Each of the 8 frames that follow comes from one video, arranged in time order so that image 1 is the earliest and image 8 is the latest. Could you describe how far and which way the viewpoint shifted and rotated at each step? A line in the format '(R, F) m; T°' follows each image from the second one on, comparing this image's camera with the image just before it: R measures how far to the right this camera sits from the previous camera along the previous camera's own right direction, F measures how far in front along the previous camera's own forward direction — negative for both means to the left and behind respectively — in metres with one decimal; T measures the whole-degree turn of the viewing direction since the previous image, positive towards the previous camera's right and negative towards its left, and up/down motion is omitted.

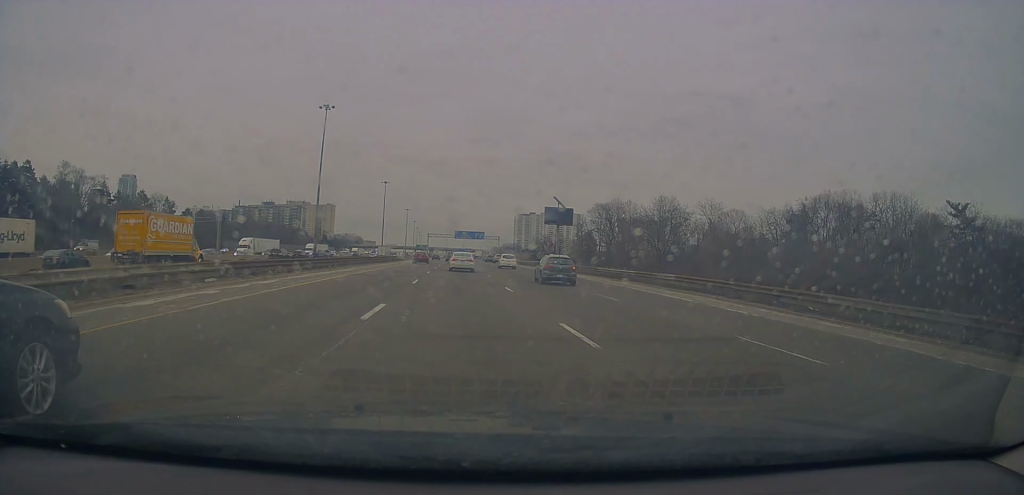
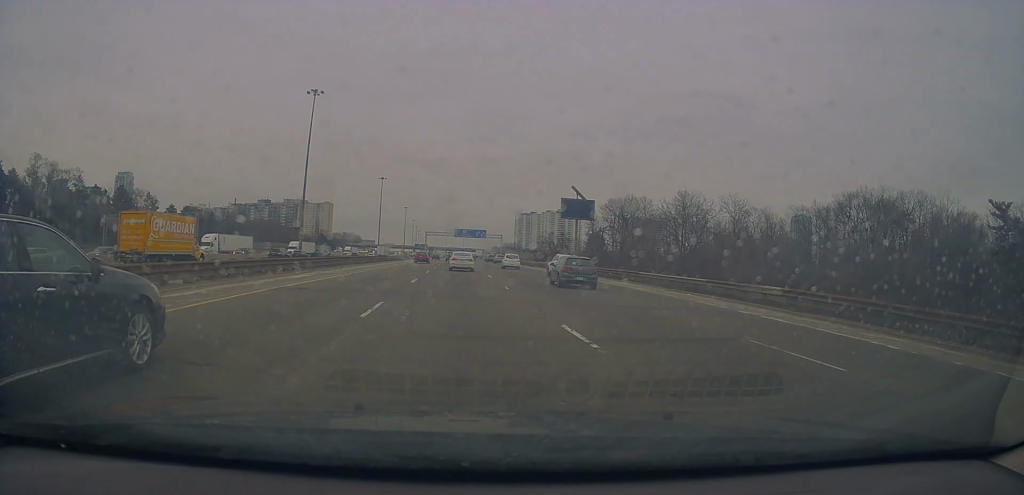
(+0.5, +13.0) m; 0°
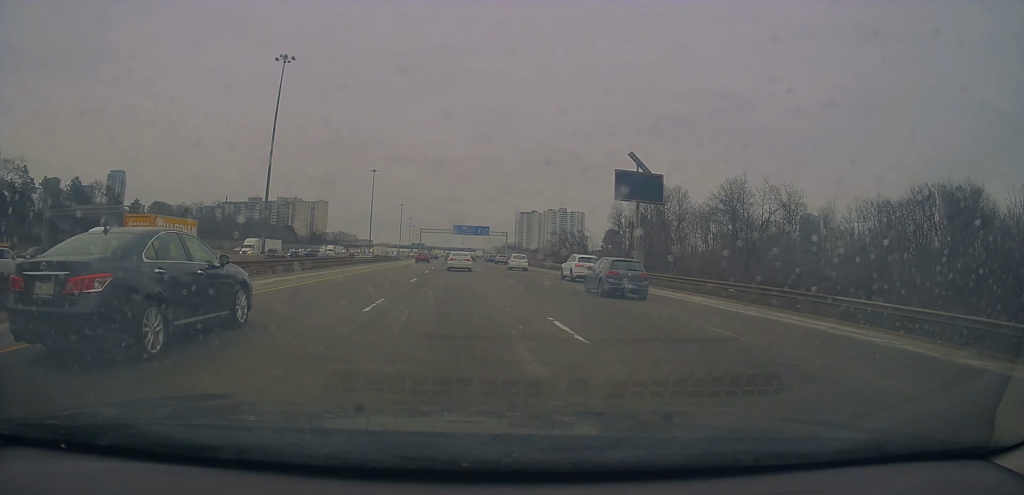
(-0.3, +24.4) m; -1°
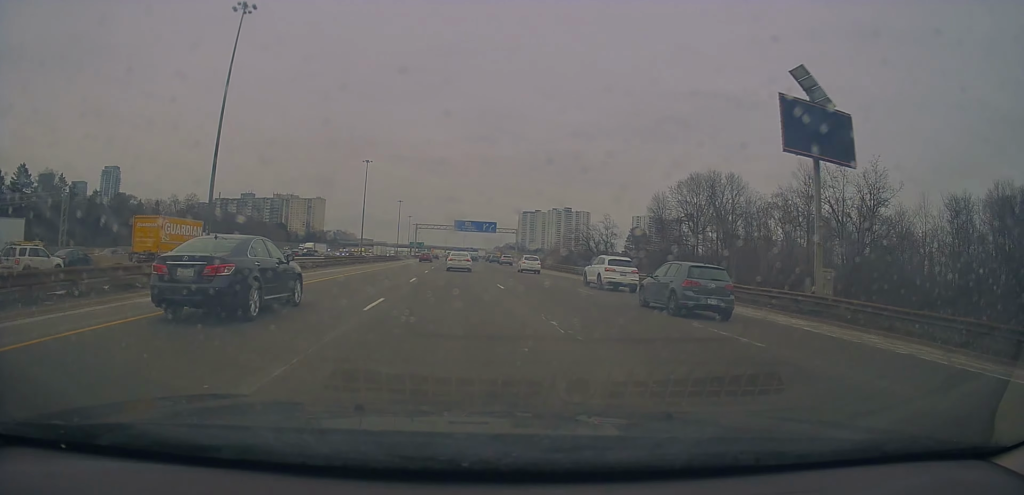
(0.0, +26.5) m; +1°
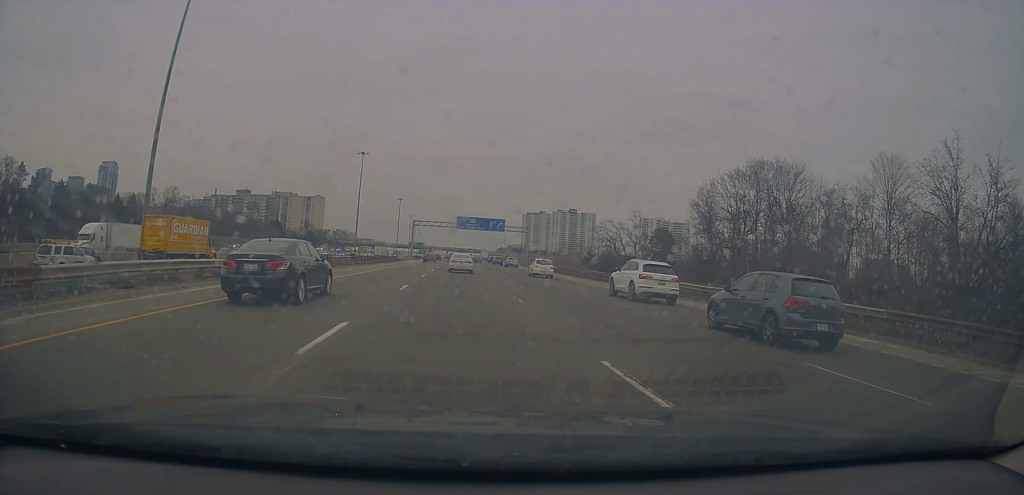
(+0.2, +17.7) m; +1°
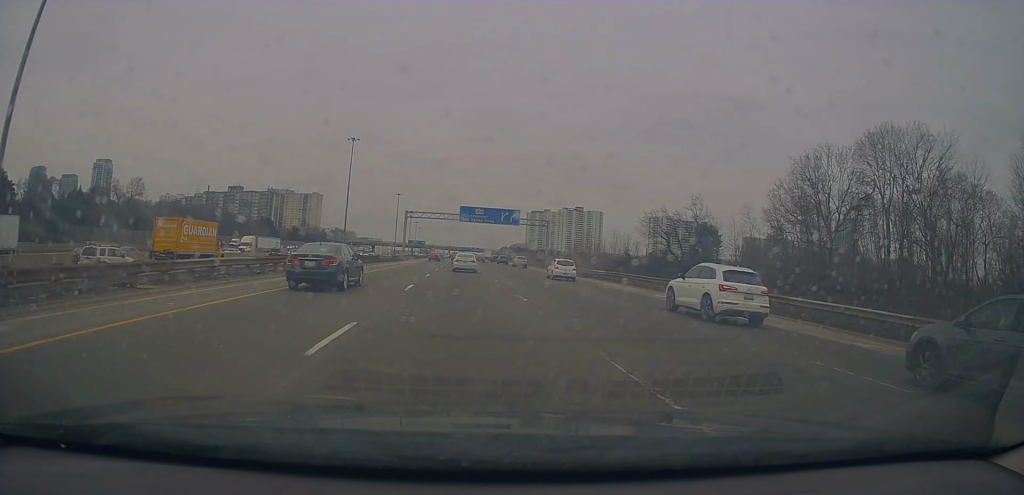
(+0.3, +22.2) m; 0°
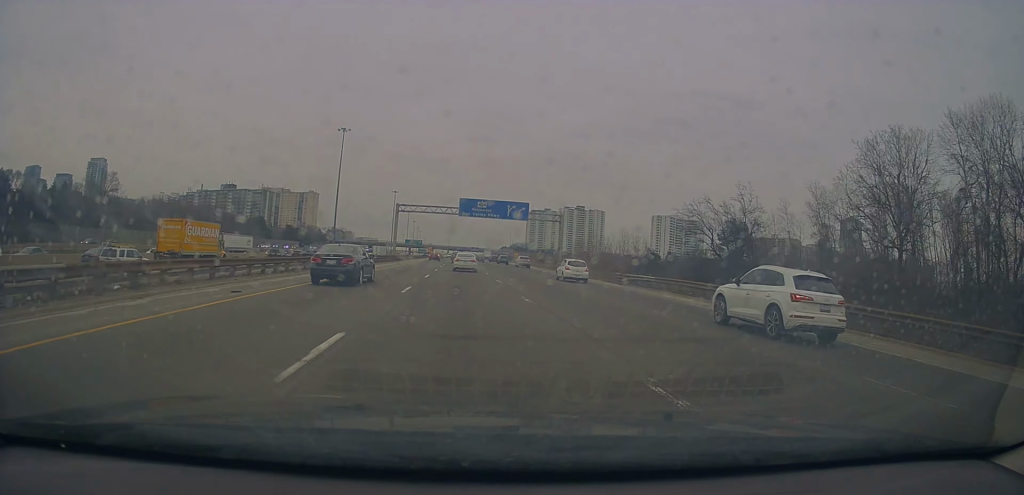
(+0.1, +12.5) m; 0°
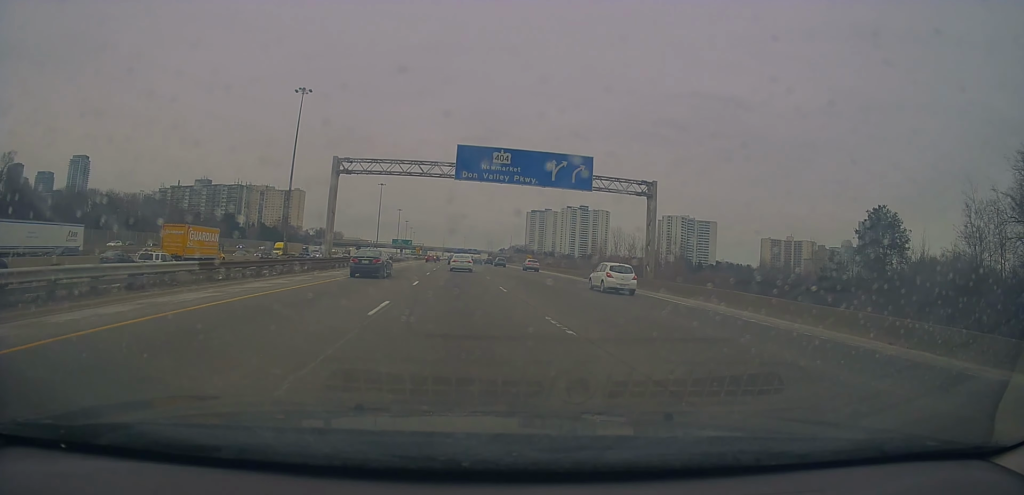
(-0.8, +40.5) m; -1°
